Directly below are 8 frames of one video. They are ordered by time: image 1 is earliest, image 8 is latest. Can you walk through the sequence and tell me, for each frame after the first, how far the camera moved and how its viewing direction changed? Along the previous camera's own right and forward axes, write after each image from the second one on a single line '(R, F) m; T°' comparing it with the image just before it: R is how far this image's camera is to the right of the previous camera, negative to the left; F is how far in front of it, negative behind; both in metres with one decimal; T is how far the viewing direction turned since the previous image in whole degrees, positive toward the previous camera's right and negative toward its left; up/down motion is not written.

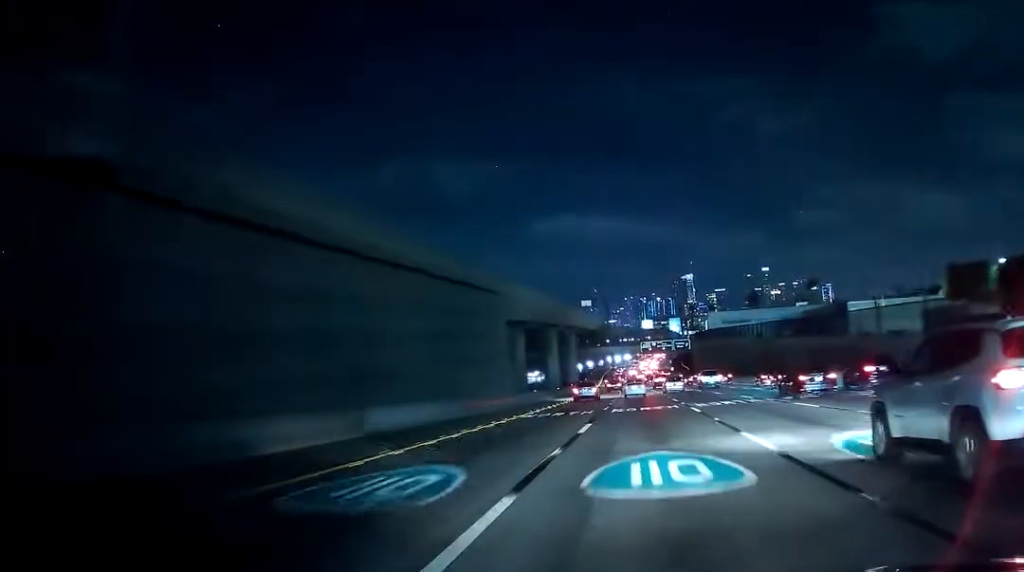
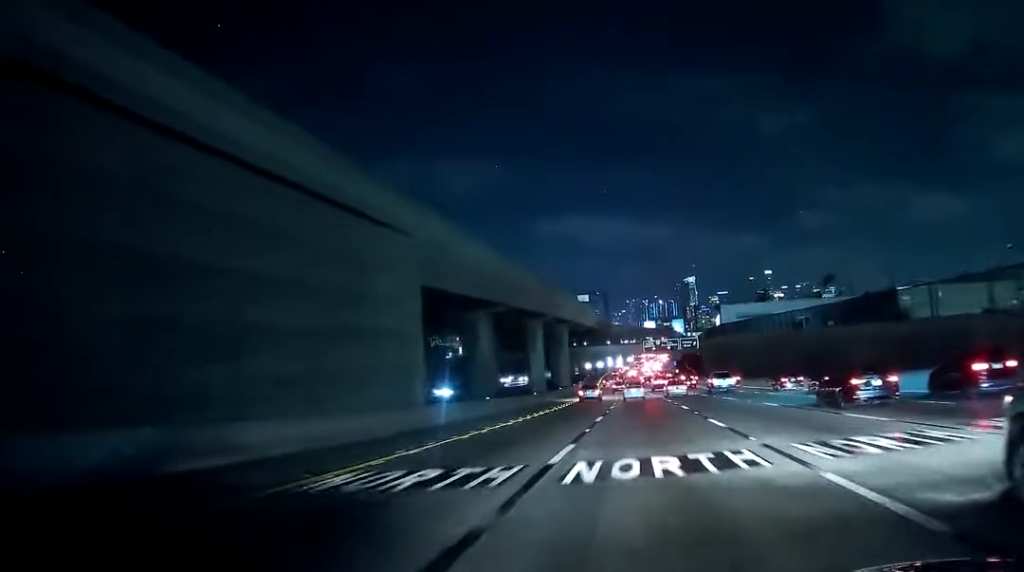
(+0.4, +22.1) m; +2°
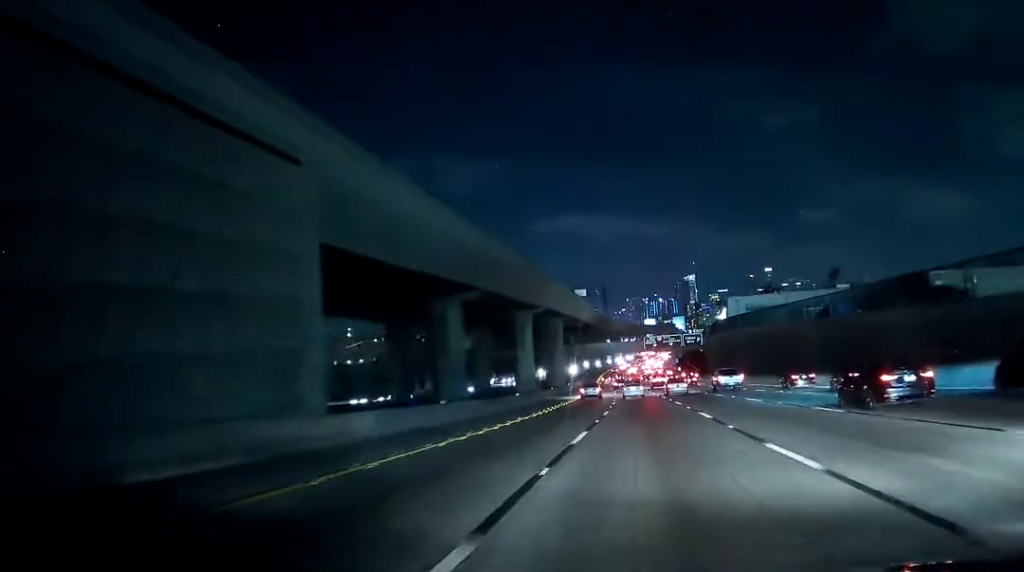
(+0.4, +10.2) m; 0°
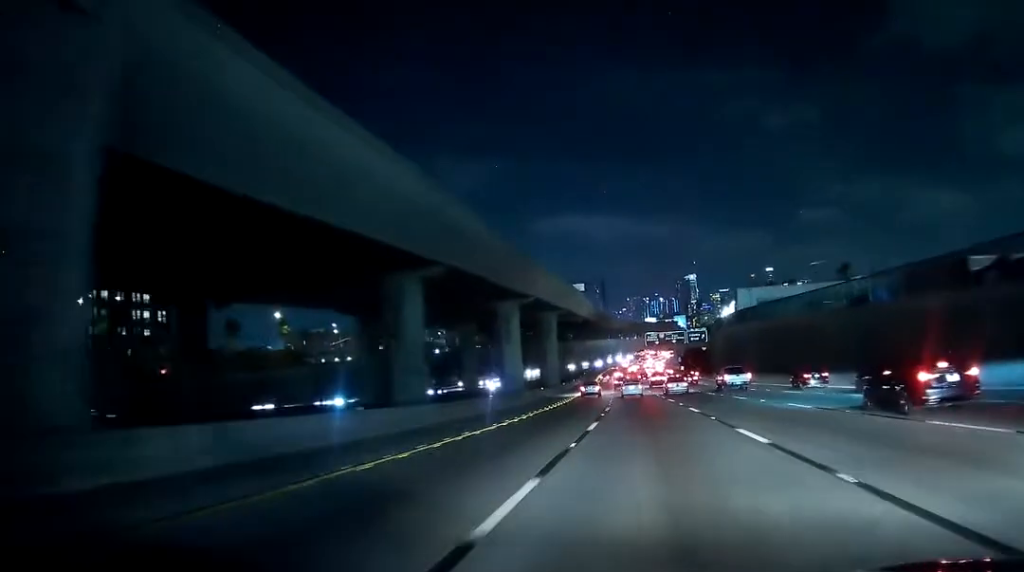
(-0.2, +10.8) m; -1°
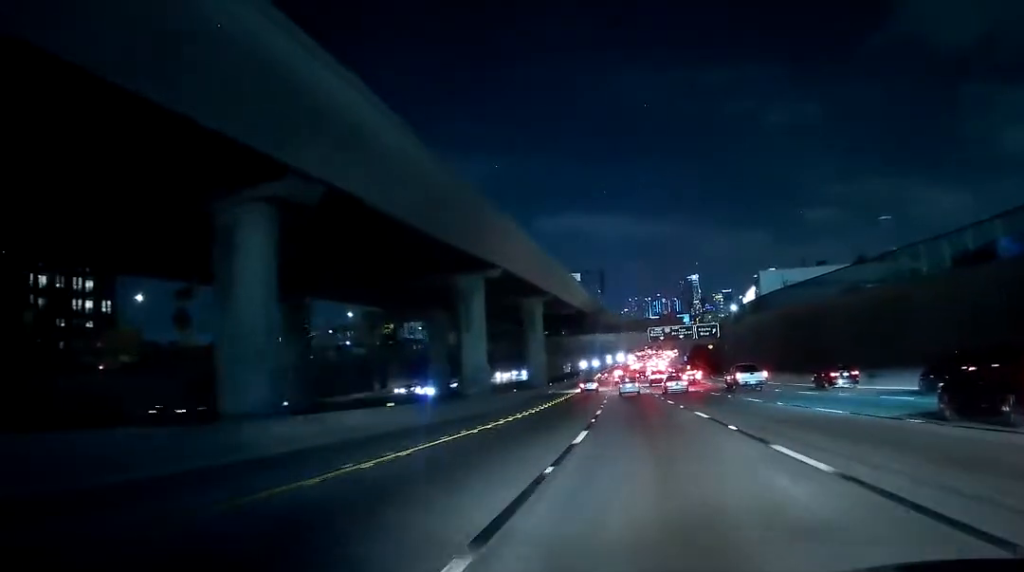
(-0.5, +19.5) m; -2°
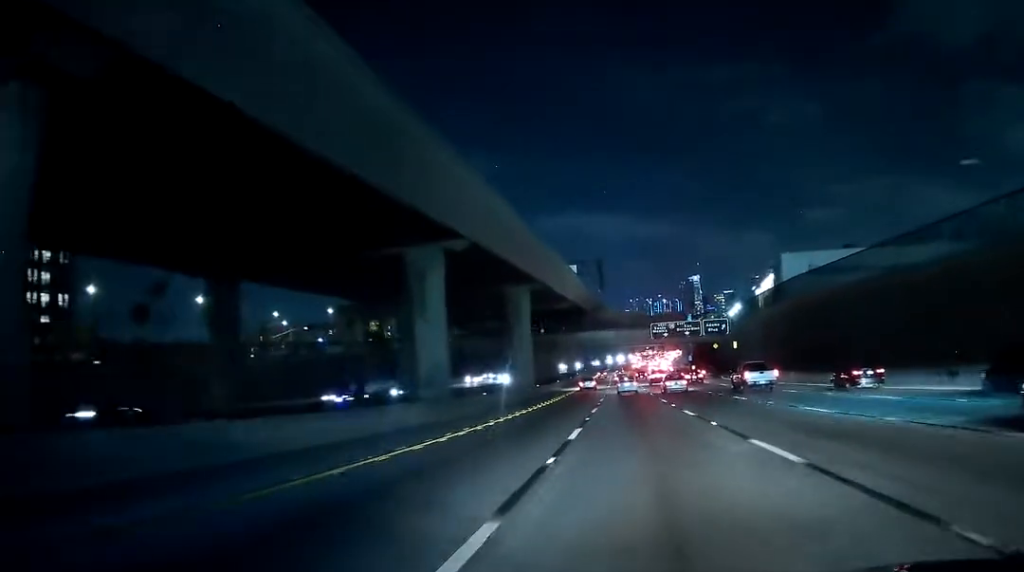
(-0.1, +12.8) m; 0°
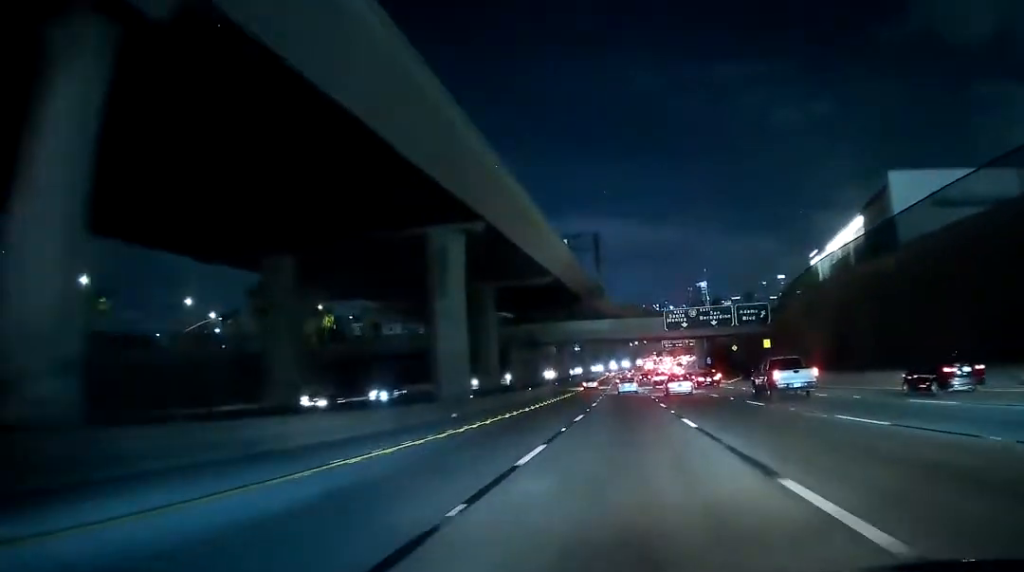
(+0.9, +35.3) m; +2°
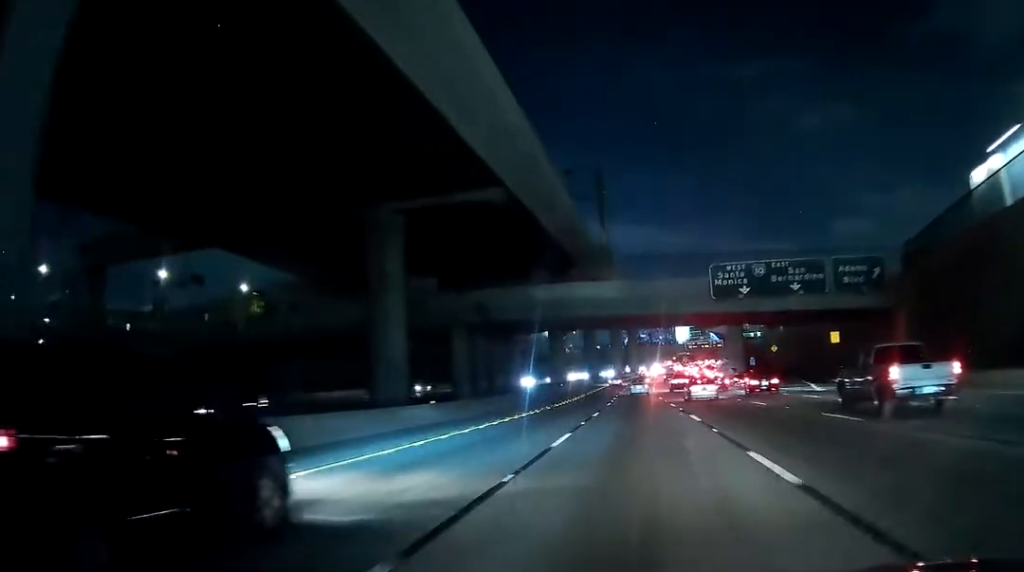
(-0.8, +41.1) m; -2°
